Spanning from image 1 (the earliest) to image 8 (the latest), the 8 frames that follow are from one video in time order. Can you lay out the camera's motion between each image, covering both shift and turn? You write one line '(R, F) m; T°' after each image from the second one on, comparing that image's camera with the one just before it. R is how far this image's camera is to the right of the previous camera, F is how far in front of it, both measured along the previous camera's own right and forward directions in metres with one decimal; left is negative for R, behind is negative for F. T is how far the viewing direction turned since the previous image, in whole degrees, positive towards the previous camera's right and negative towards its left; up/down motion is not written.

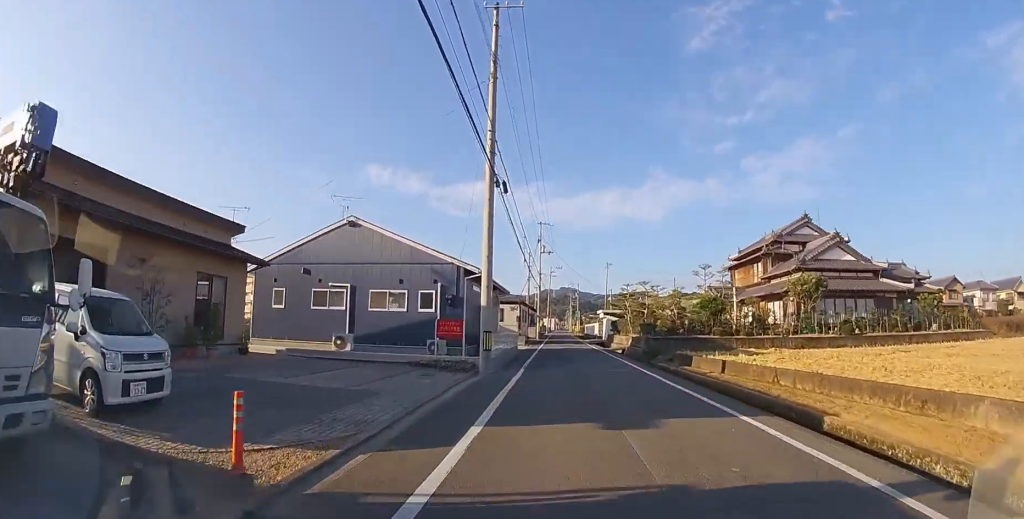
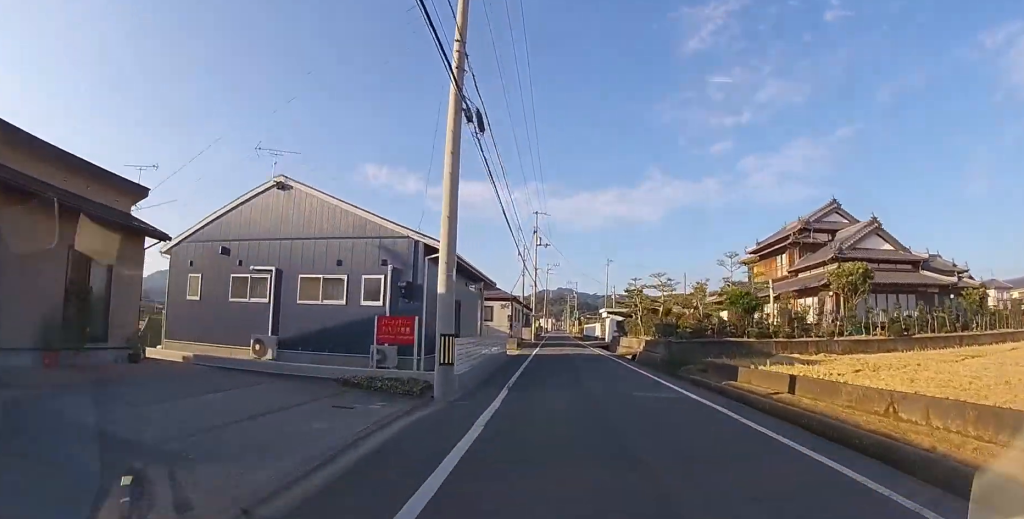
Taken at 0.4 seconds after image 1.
(0.0, +5.3) m; 0°
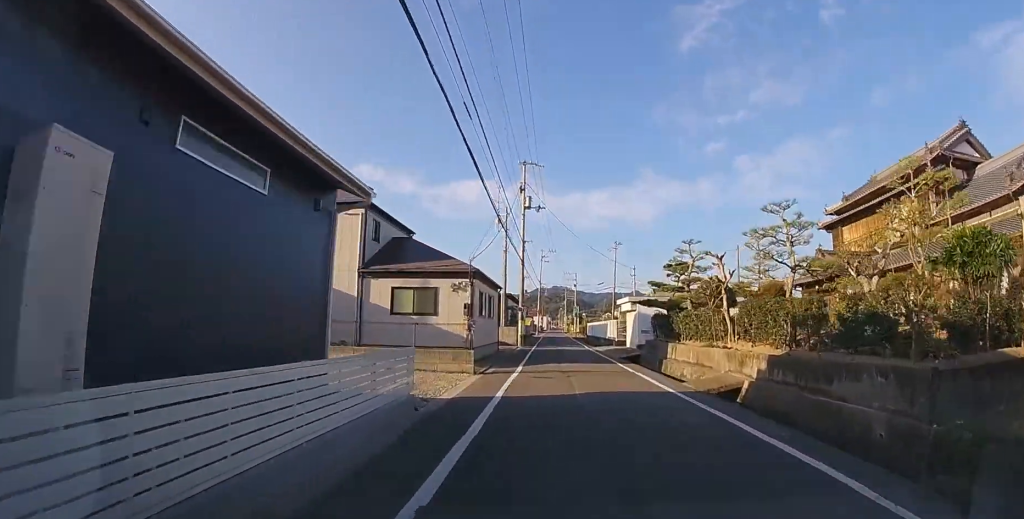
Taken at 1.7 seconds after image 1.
(+0.1, +15.5) m; 0°
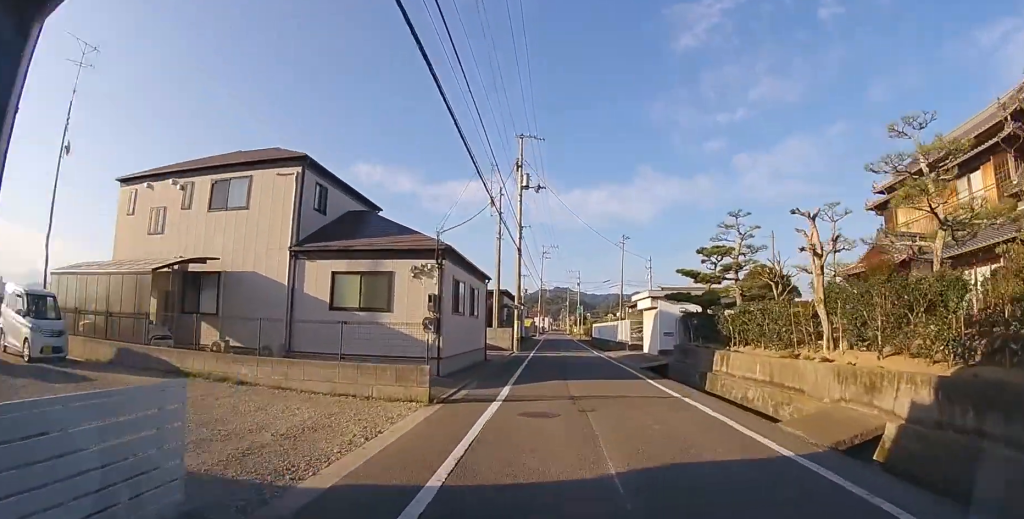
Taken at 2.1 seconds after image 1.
(0.0, +5.3) m; 0°
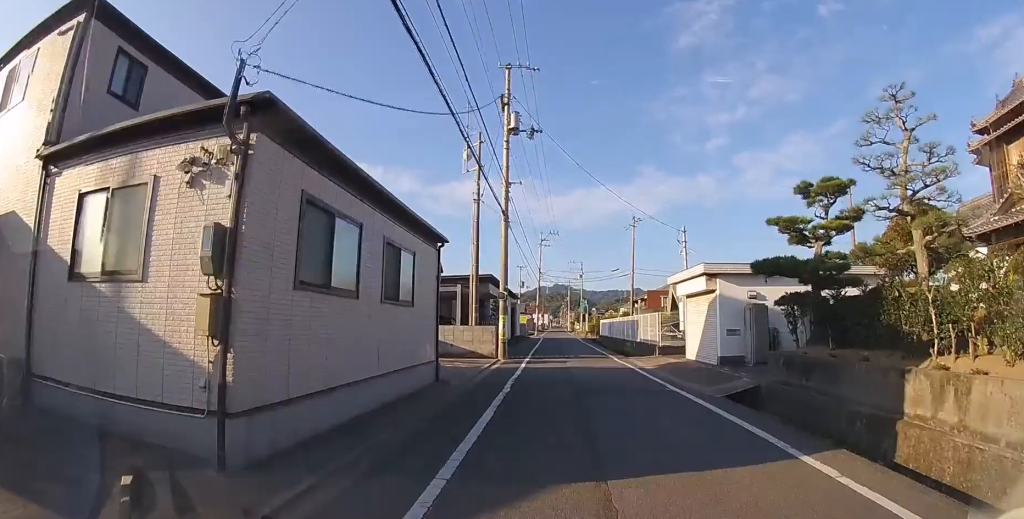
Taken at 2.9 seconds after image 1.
(0.0, +8.9) m; 0°
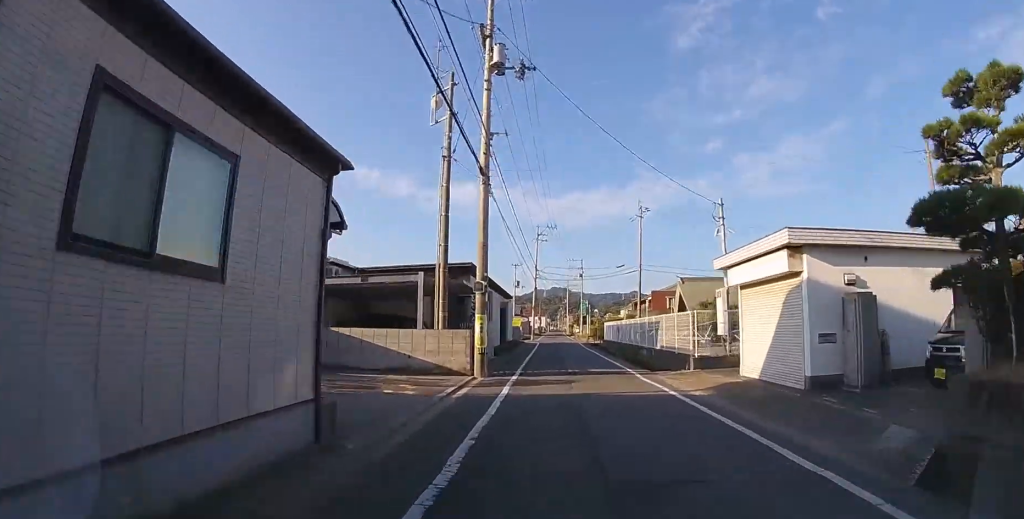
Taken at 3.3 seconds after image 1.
(0.0, +5.6) m; 0°
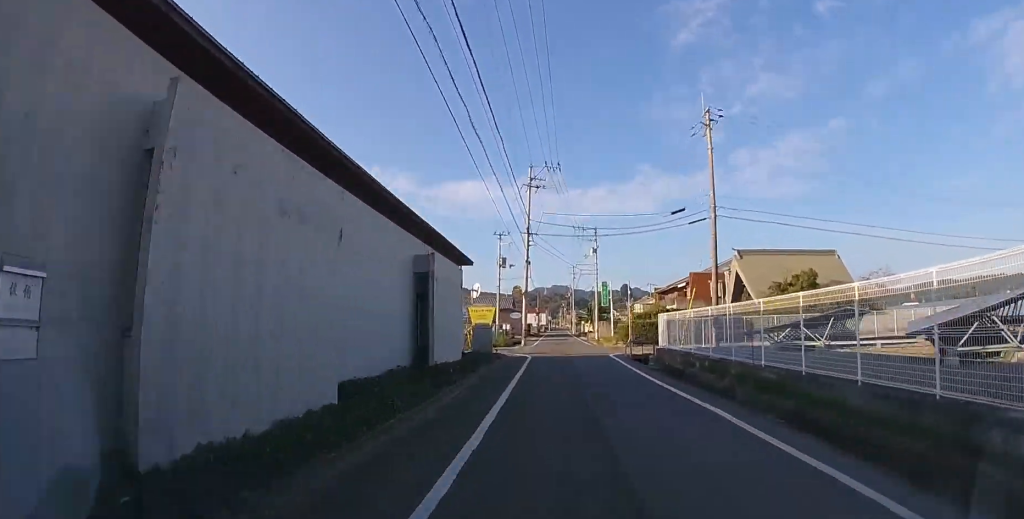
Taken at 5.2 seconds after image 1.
(+0.1, +21.8) m; 0°
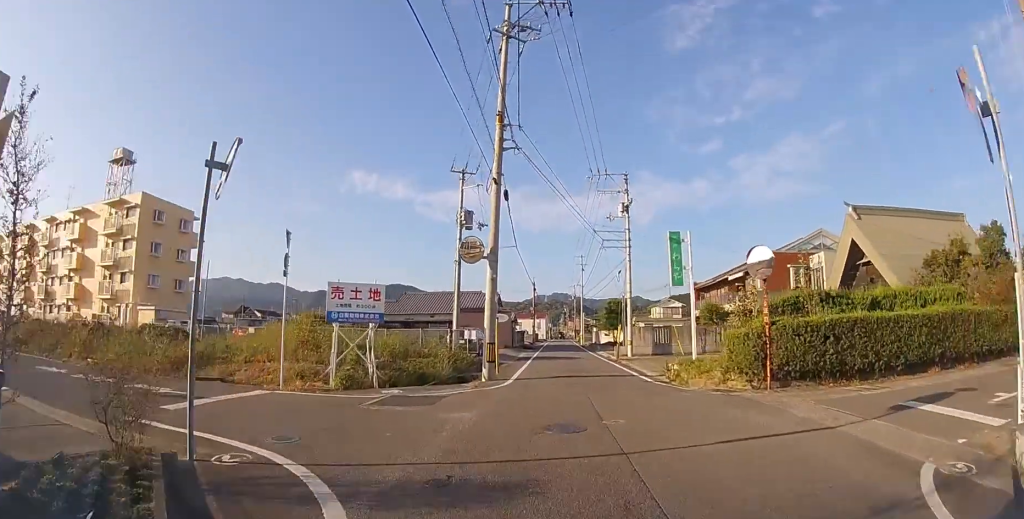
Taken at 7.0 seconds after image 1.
(-0.1, +21.1) m; -1°
